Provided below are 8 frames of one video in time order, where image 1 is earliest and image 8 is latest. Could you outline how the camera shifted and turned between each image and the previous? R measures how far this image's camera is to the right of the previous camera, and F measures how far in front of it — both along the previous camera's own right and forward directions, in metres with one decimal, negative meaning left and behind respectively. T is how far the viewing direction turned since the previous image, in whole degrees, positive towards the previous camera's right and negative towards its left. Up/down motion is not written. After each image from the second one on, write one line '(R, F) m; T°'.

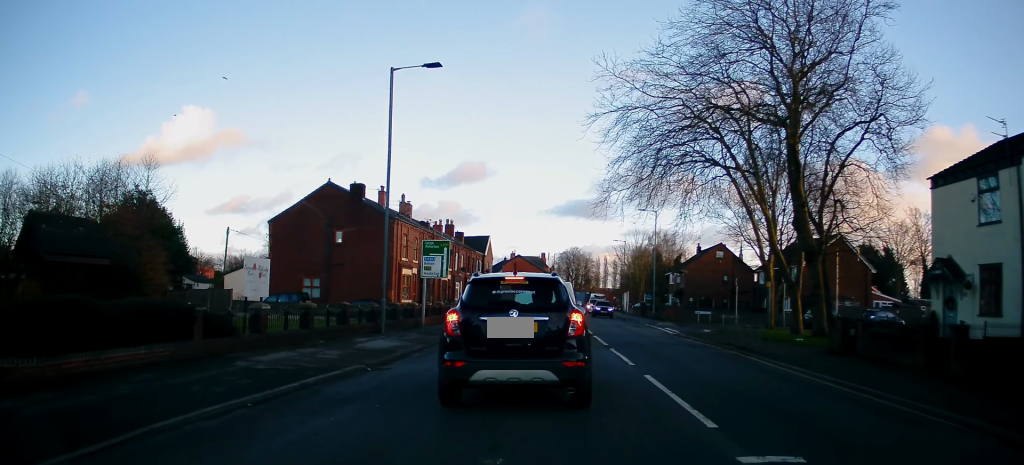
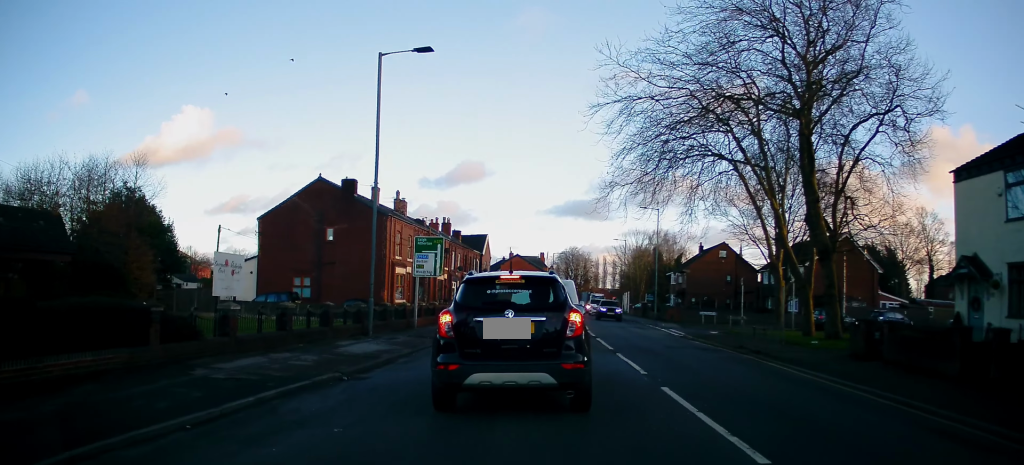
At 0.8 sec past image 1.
(-0.3, +1.3) m; +2°
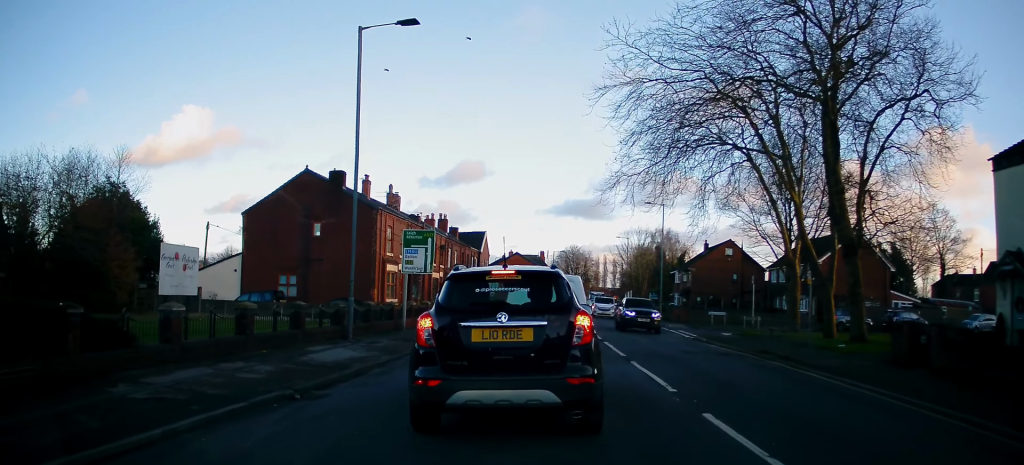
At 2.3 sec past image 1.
(+0.3, +1.7) m; 0°
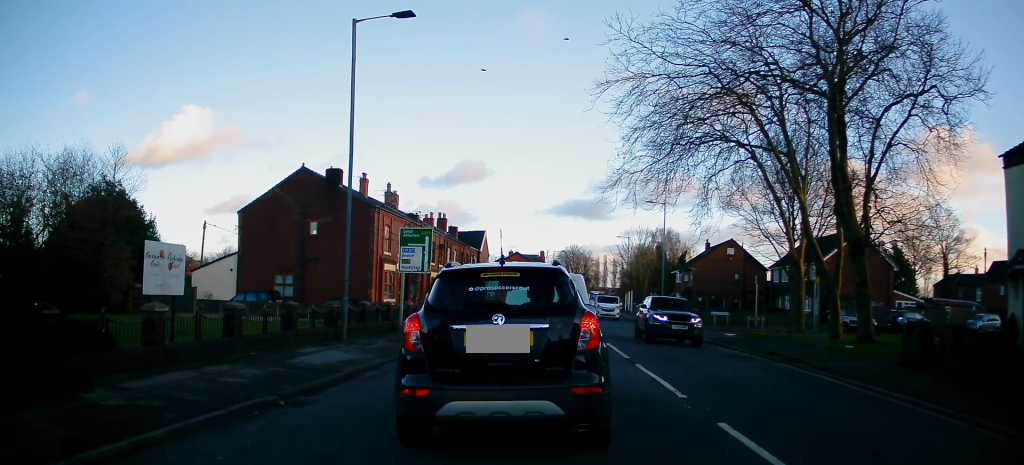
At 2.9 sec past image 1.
(-0.1, +0.5) m; 0°
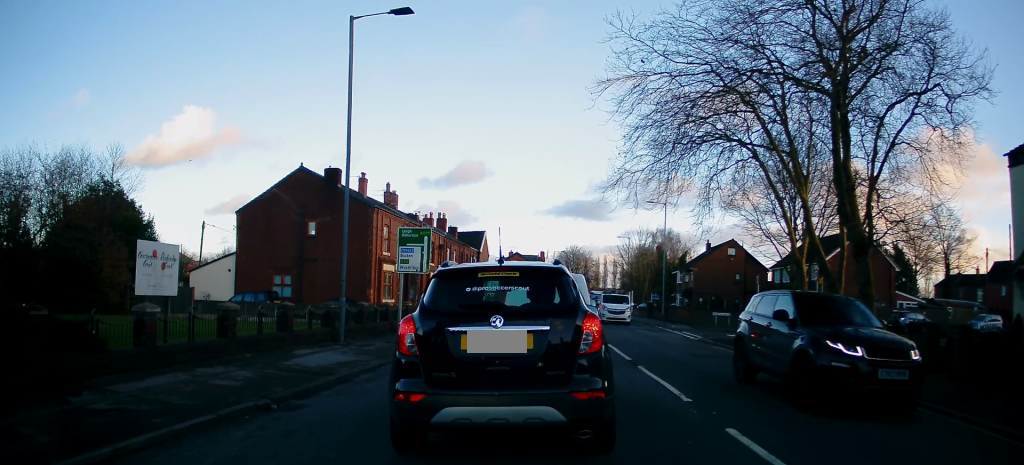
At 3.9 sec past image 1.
(-0.1, +0.4) m; 0°
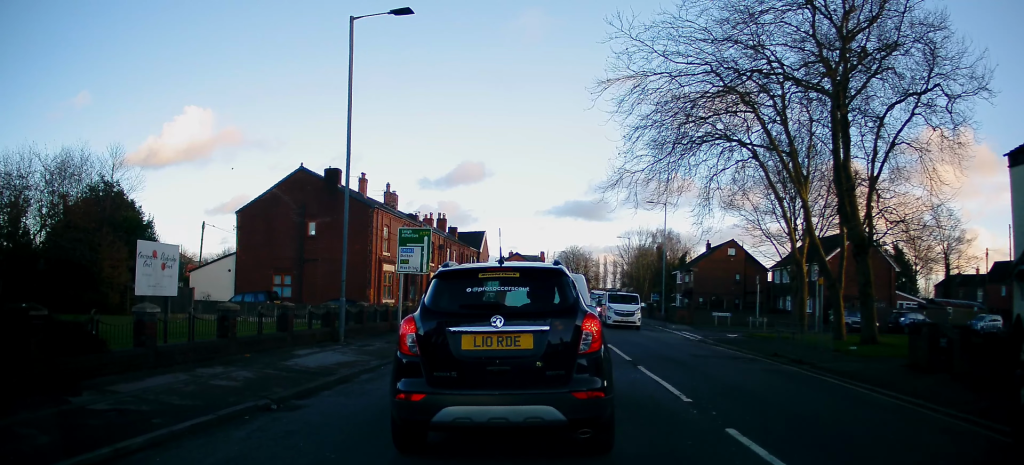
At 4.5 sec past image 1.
(0.0, 0.0) m; 0°
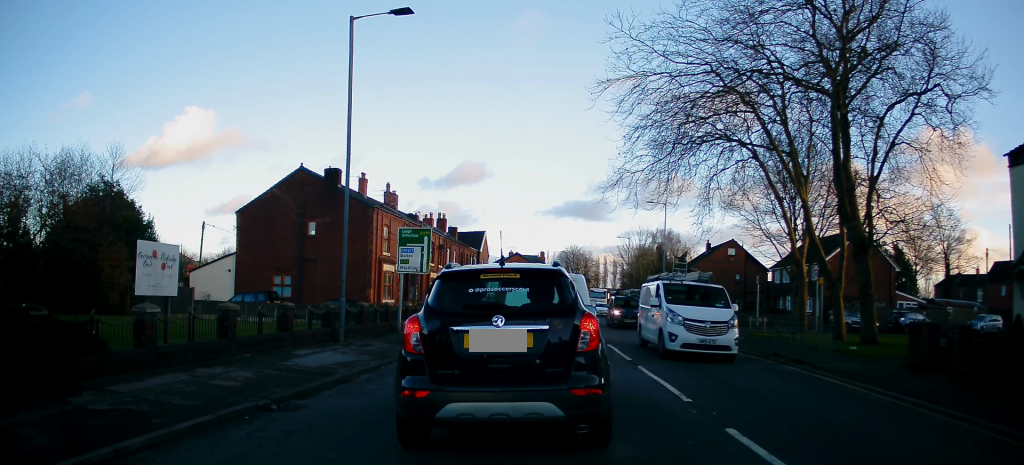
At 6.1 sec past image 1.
(0.0, 0.0) m; 0°
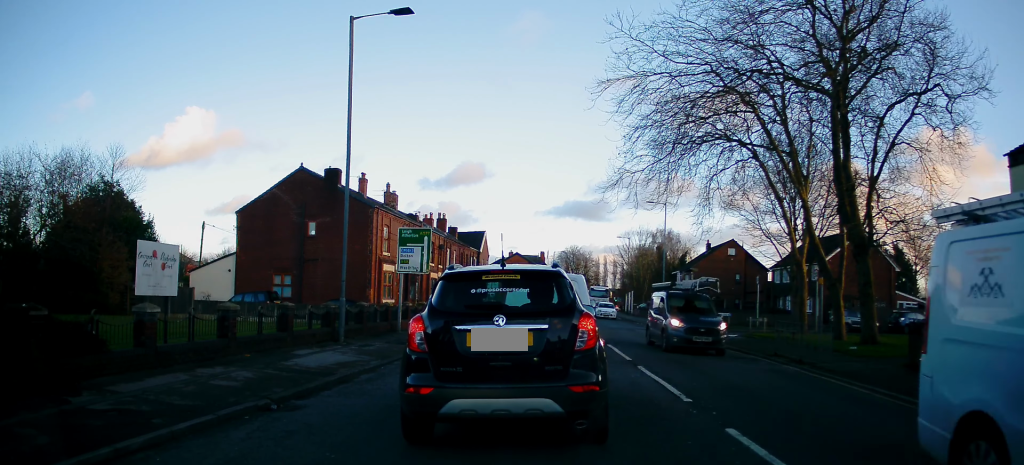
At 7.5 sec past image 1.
(0.0, 0.0) m; 0°
